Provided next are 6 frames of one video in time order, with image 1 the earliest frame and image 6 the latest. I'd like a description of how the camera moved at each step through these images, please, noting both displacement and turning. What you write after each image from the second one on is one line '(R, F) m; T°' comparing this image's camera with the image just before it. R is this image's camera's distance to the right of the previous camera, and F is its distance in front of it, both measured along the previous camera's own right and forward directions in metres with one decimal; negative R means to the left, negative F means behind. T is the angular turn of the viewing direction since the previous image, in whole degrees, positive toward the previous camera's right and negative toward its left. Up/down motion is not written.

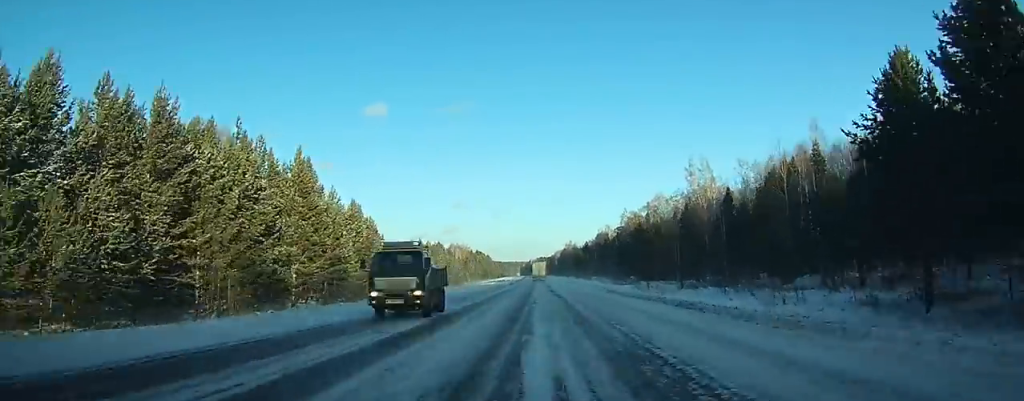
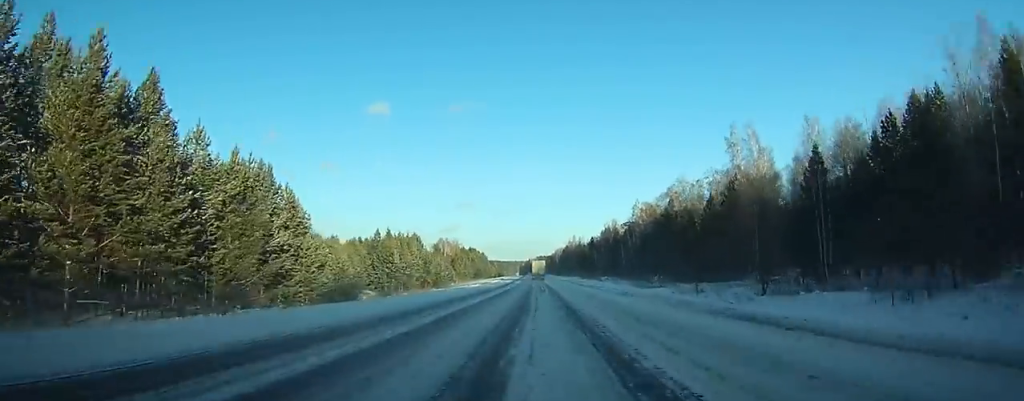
(0.0, +29.1) m; 0°
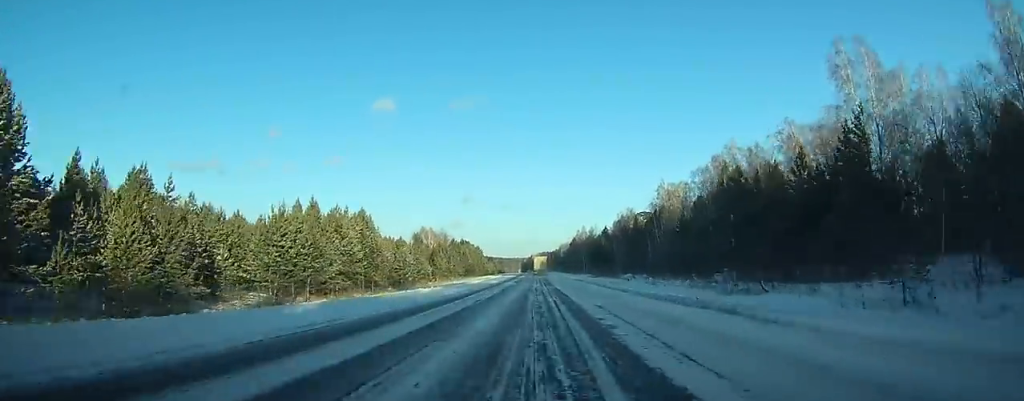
(0.0, +37.8) m; 0°
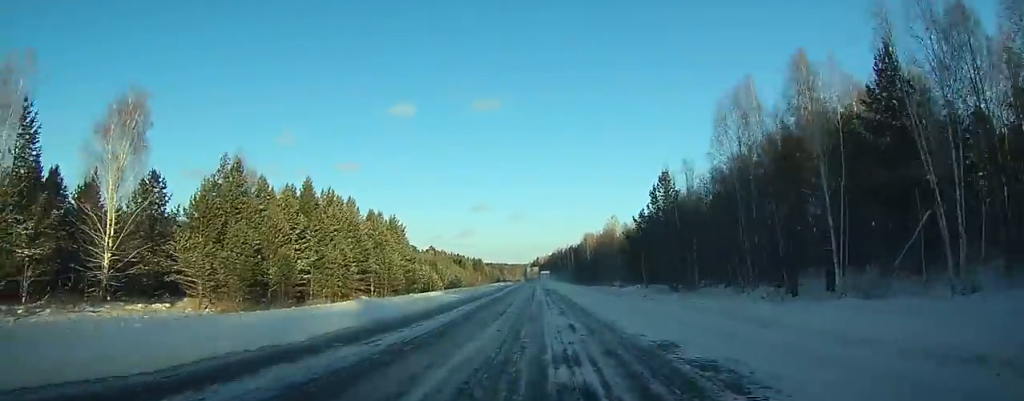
(-1.4, +162.7) m; -2°
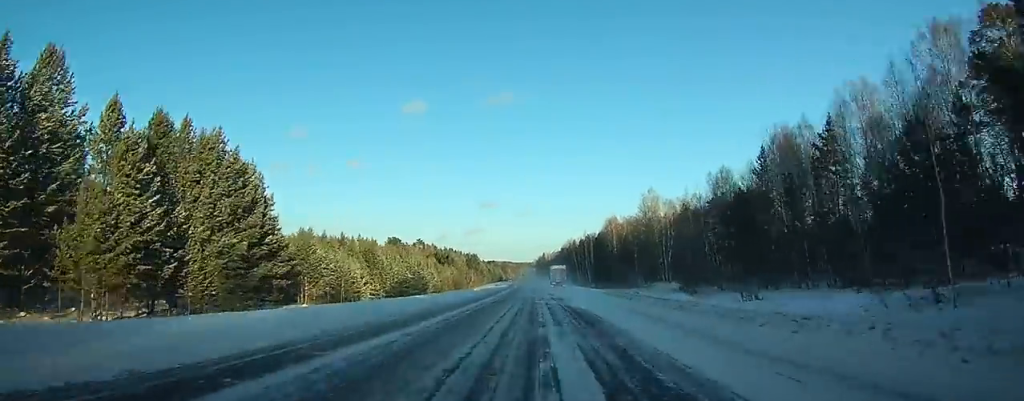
(-0.4, +61.2) m; 0°
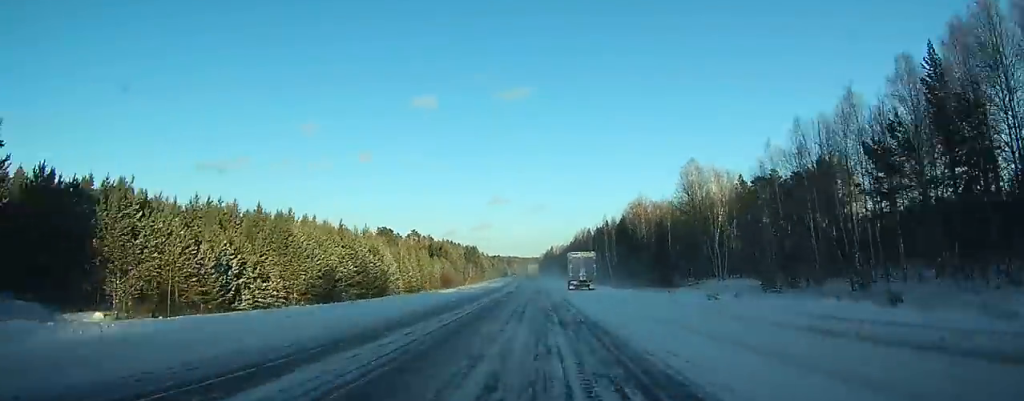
(0.0, +34.3) m; 0°
